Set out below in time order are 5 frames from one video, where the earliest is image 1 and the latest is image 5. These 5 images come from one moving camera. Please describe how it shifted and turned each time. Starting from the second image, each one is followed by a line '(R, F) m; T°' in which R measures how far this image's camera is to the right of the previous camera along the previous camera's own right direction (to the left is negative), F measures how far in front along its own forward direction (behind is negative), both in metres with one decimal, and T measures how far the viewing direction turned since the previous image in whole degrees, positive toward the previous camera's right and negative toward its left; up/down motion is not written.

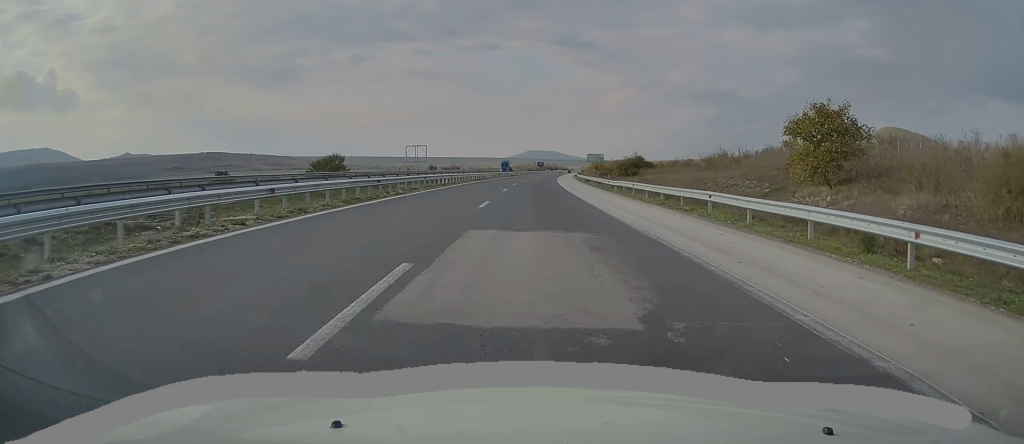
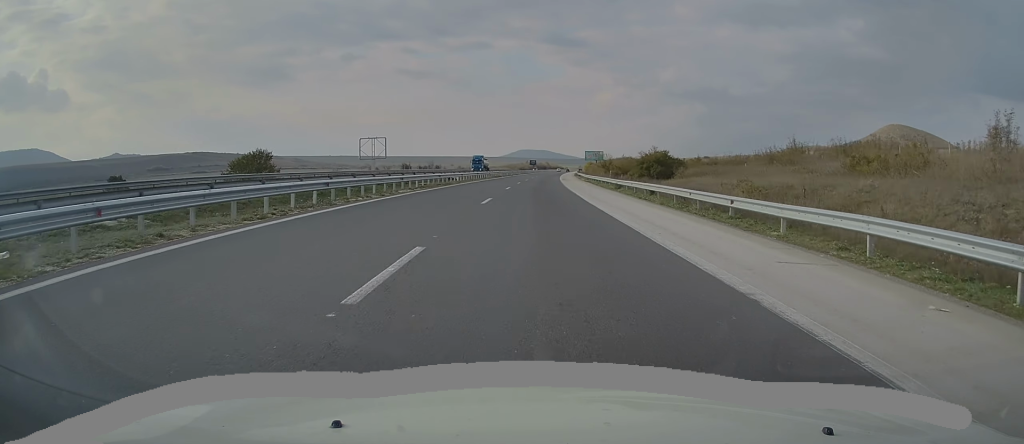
(+0.2, +31.1) m; +1°
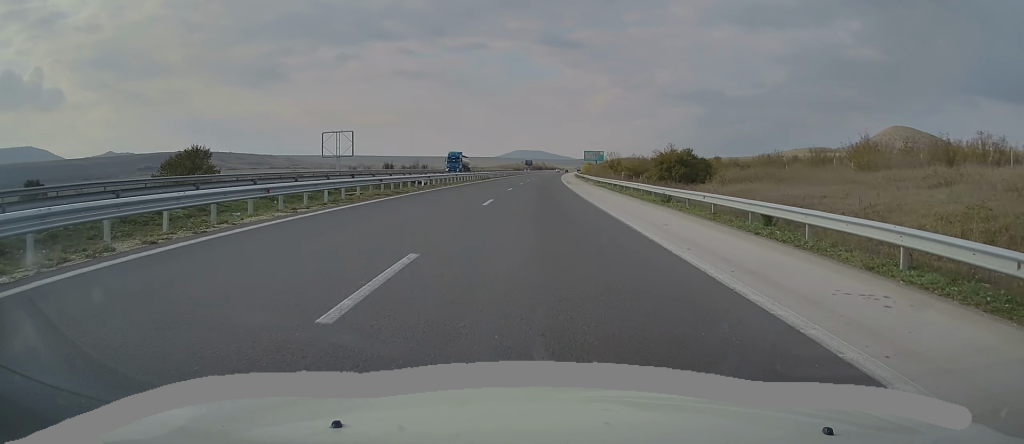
(+0.1, +17.1) m; 0°
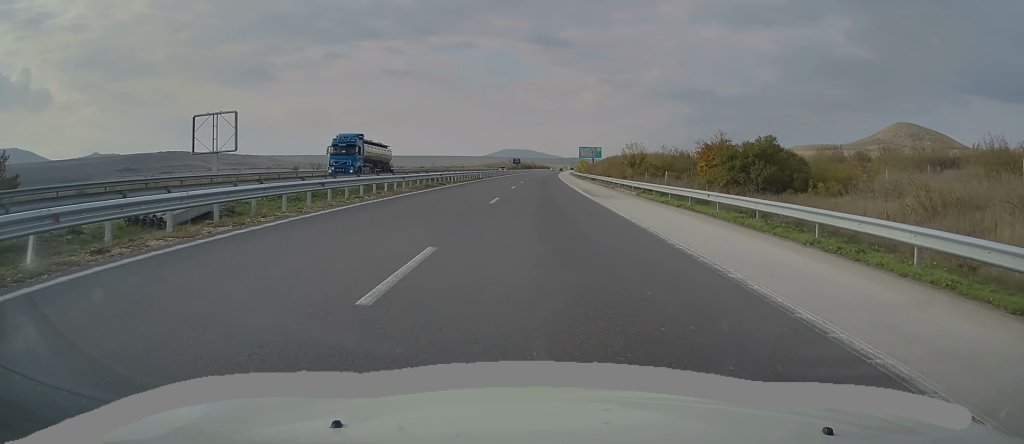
(+0.1, +32.1) m; 0°
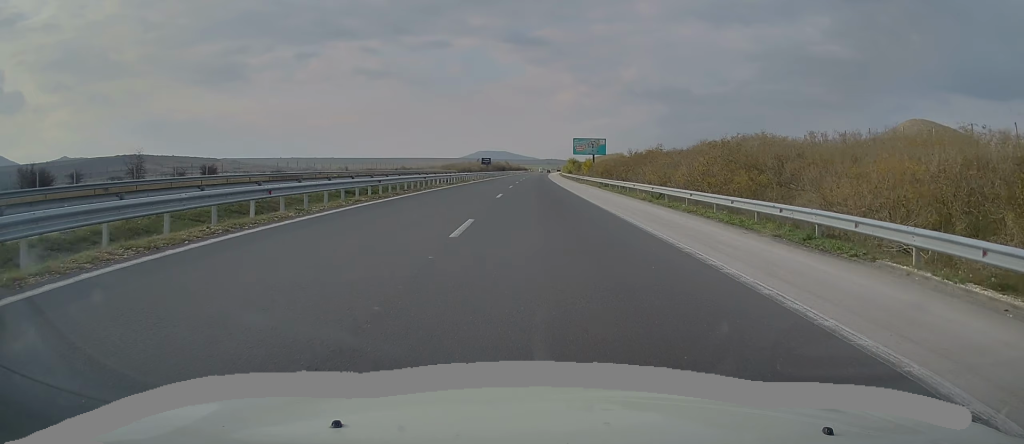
(+1.4, +75.8) m; +3°
